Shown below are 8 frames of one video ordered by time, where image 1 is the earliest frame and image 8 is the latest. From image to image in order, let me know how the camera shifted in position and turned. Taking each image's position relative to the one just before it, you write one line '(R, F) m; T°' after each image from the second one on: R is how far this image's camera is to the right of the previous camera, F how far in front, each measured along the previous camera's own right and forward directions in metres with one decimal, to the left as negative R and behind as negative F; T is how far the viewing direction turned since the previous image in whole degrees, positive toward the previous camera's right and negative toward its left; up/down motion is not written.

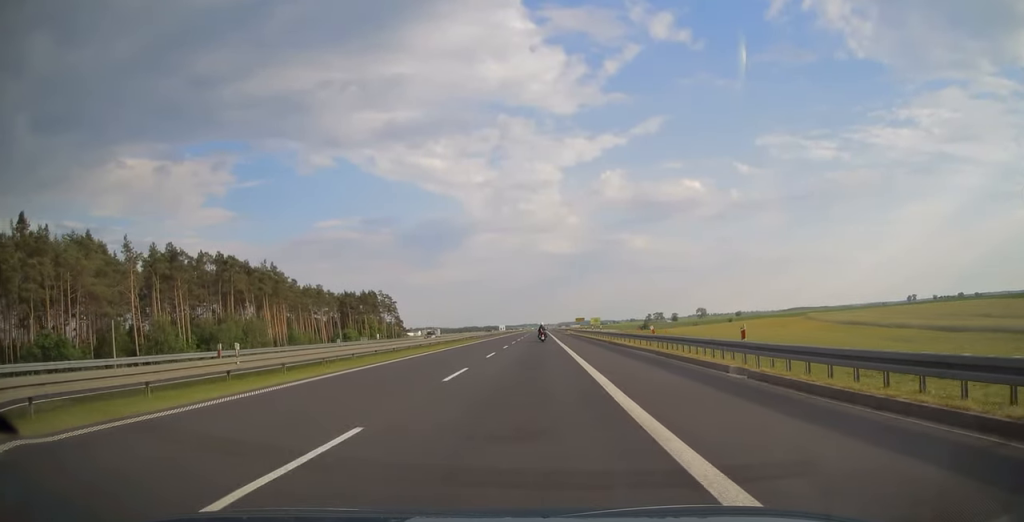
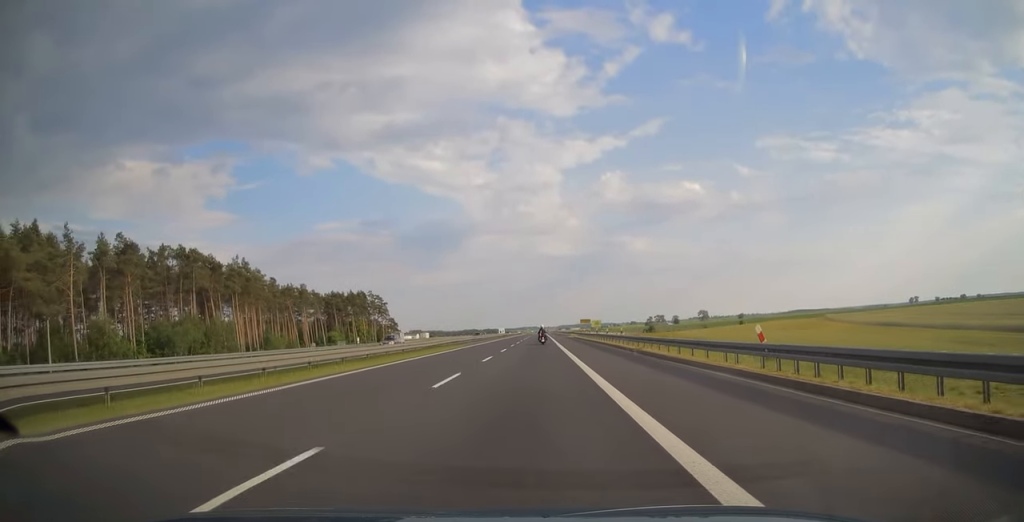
(0.0, +13.5) m; 0°
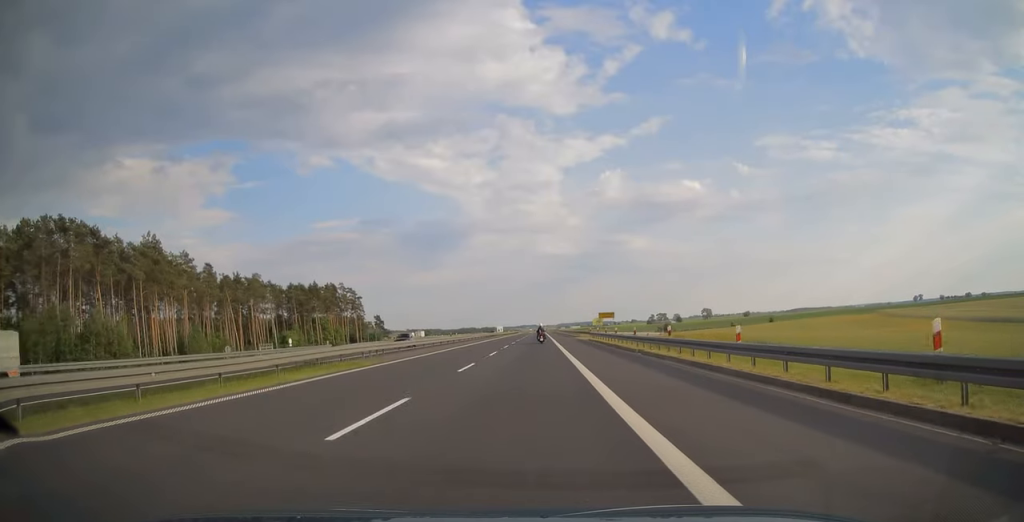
(0.0, +30.7) m; 0°
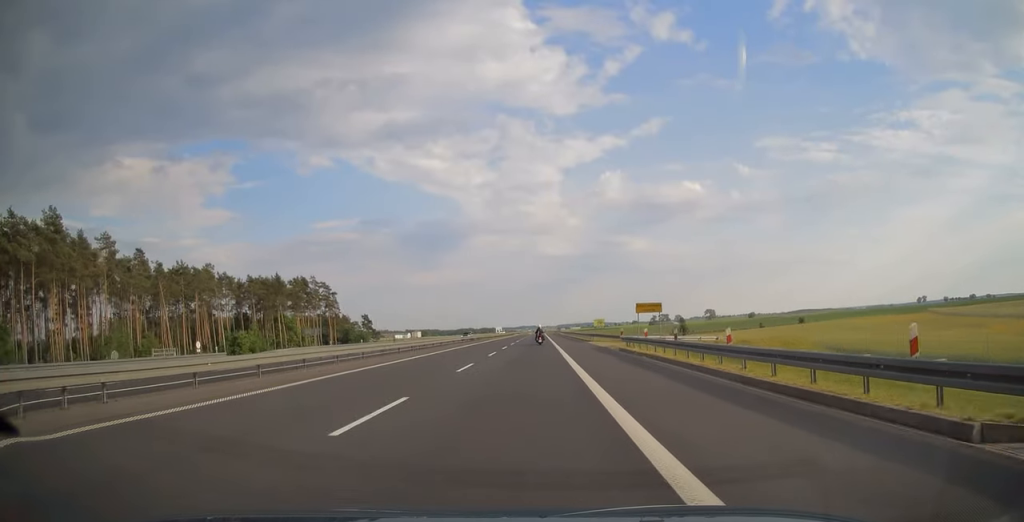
(0.0, +23.6) m; 0°
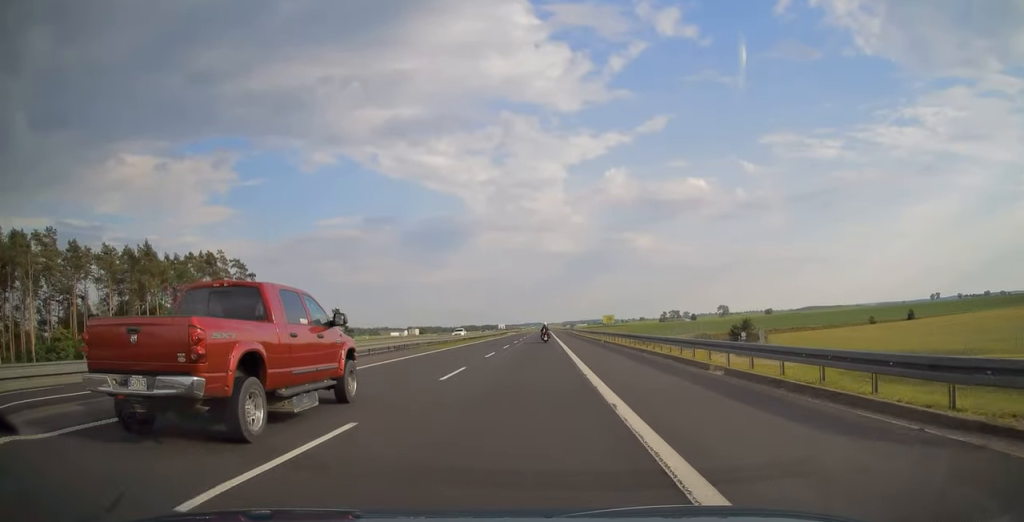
(0.0, +51.9) m; 0°
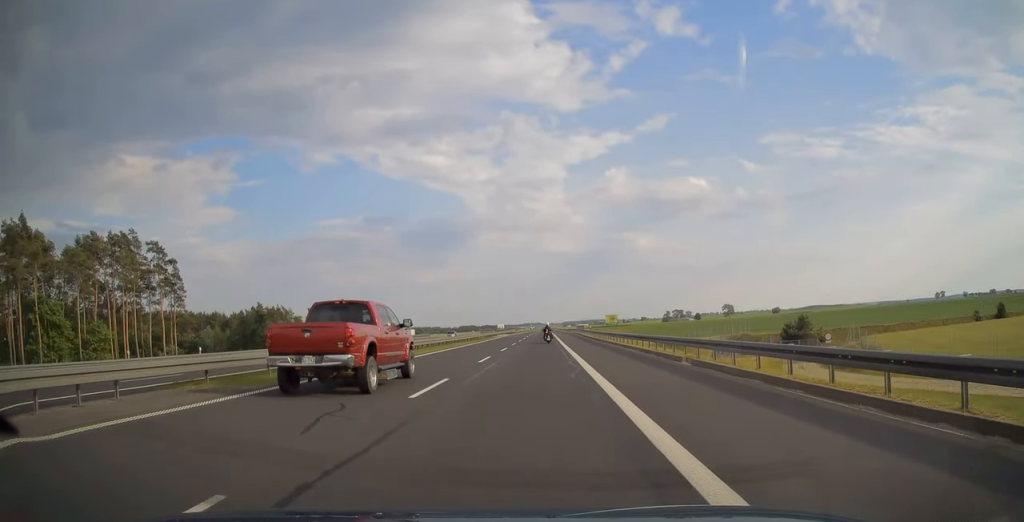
(-0.1, +28.2) m; 0°
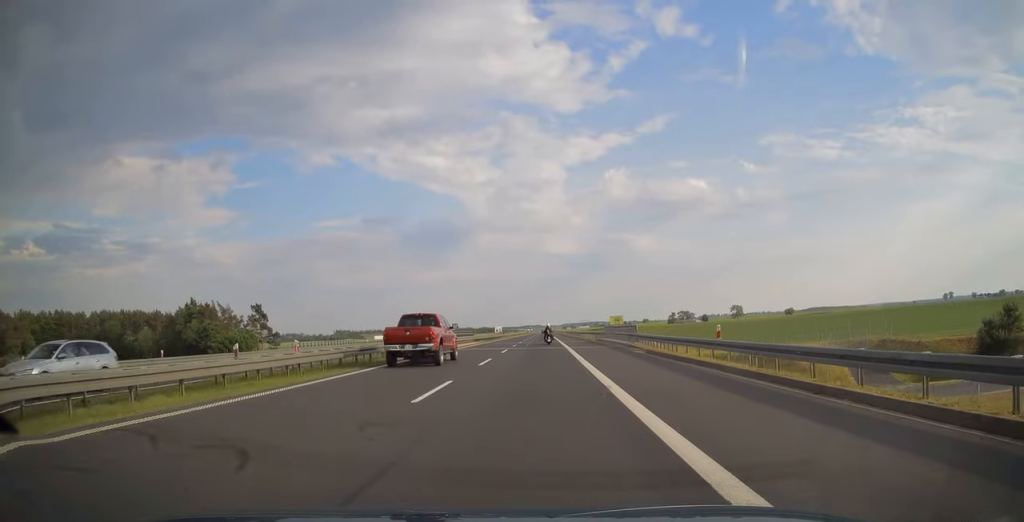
(-0.1, +49.1) m; 0°
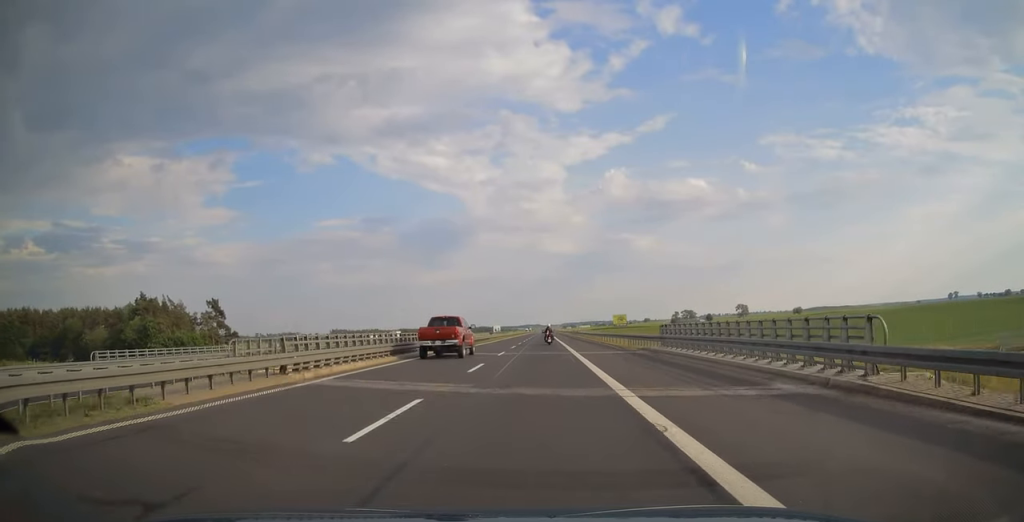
(+0.1, +27.7) m; 0°
